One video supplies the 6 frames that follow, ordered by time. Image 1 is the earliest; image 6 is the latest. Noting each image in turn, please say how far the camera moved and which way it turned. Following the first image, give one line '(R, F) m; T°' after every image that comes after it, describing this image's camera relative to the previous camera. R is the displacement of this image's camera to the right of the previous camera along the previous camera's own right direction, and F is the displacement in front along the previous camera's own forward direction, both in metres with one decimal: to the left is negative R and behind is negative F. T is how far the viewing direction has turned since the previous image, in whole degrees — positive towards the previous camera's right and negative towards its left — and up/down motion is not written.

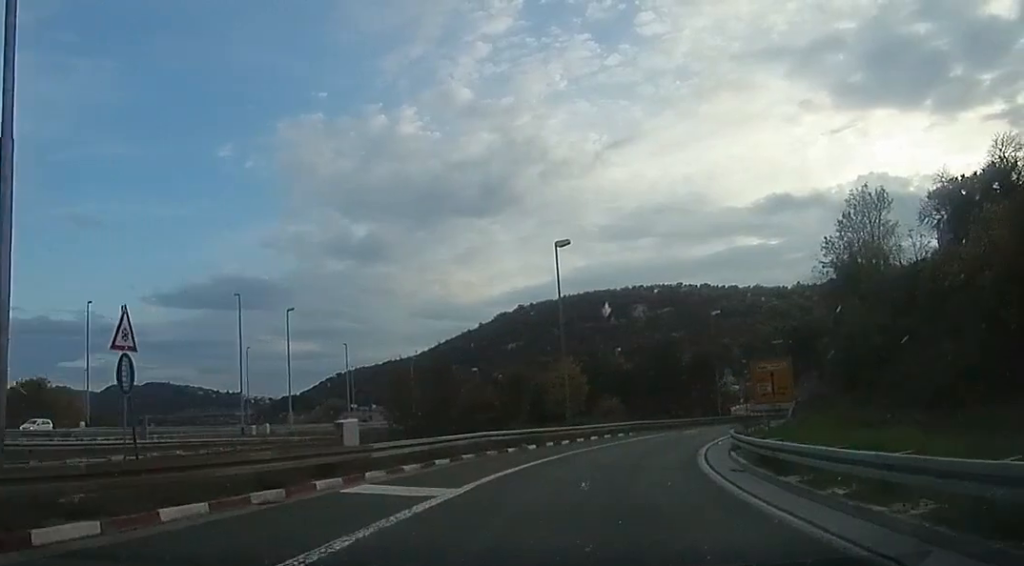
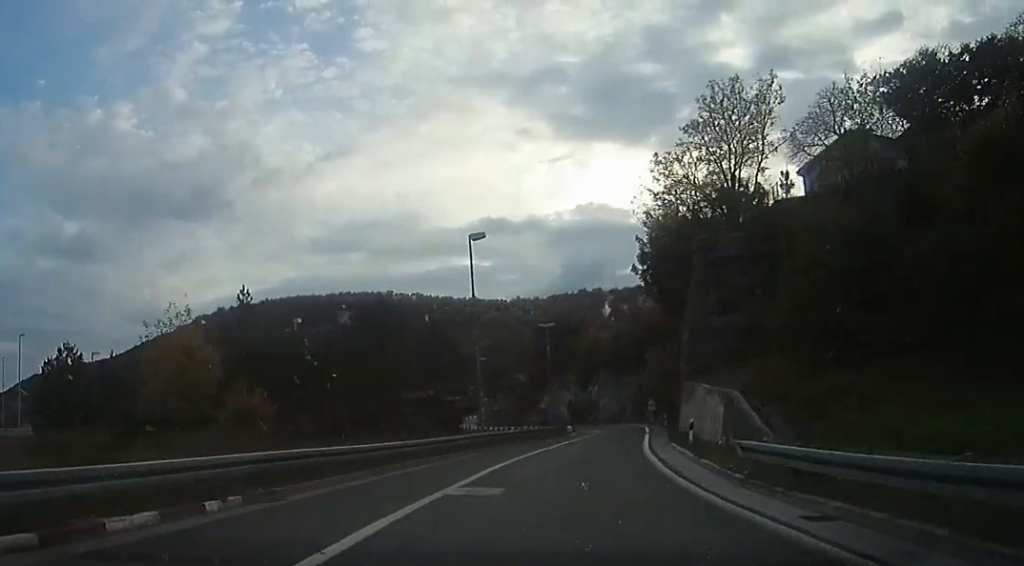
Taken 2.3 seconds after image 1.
(+8.6, +27.0) m; +26°
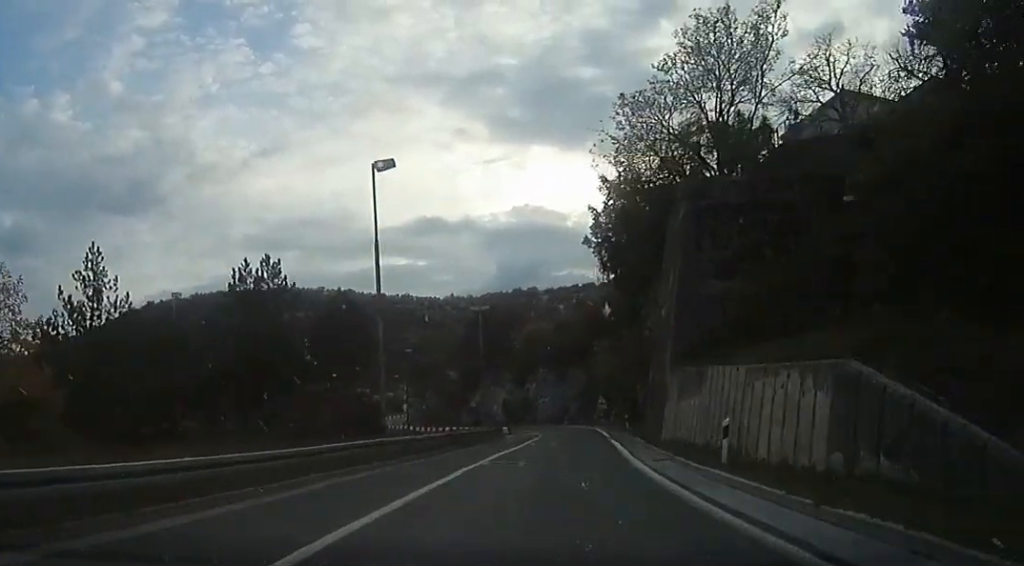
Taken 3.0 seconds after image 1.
(+0.1, +8.7) m; +6°
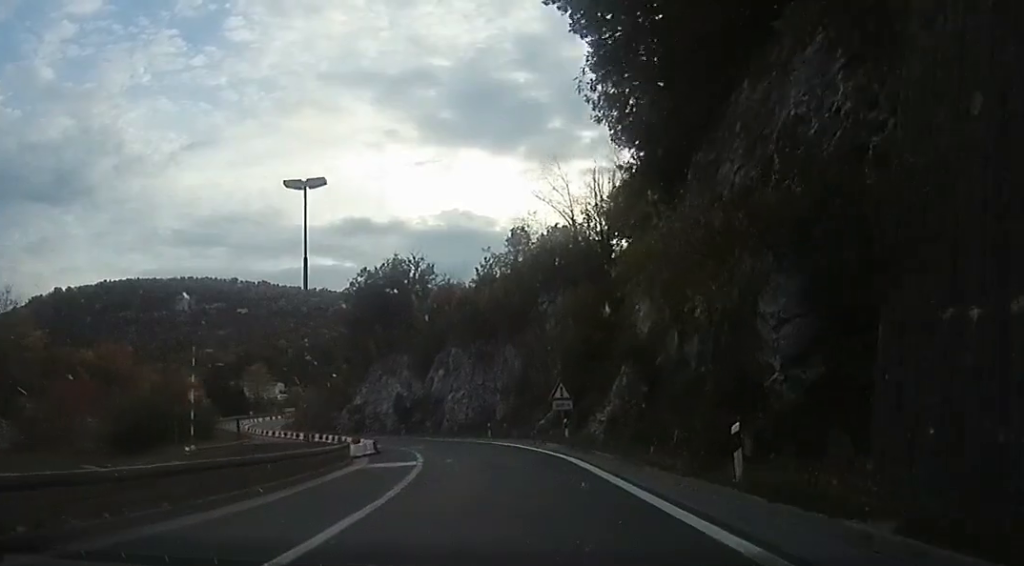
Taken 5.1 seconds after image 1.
(+2.2, +26.8) m; +2°
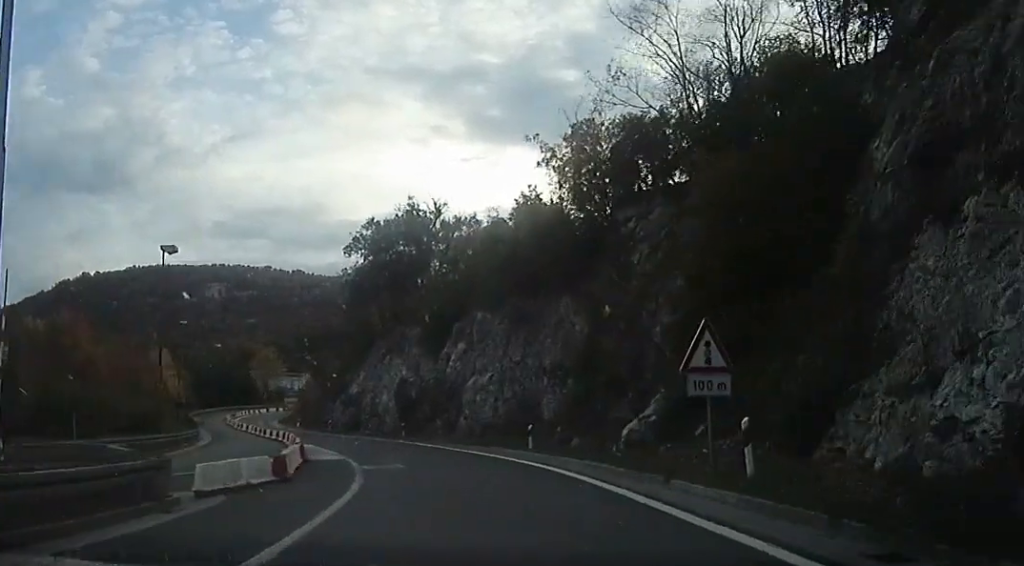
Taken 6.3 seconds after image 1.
(-0.2, +15.9) m; -2°
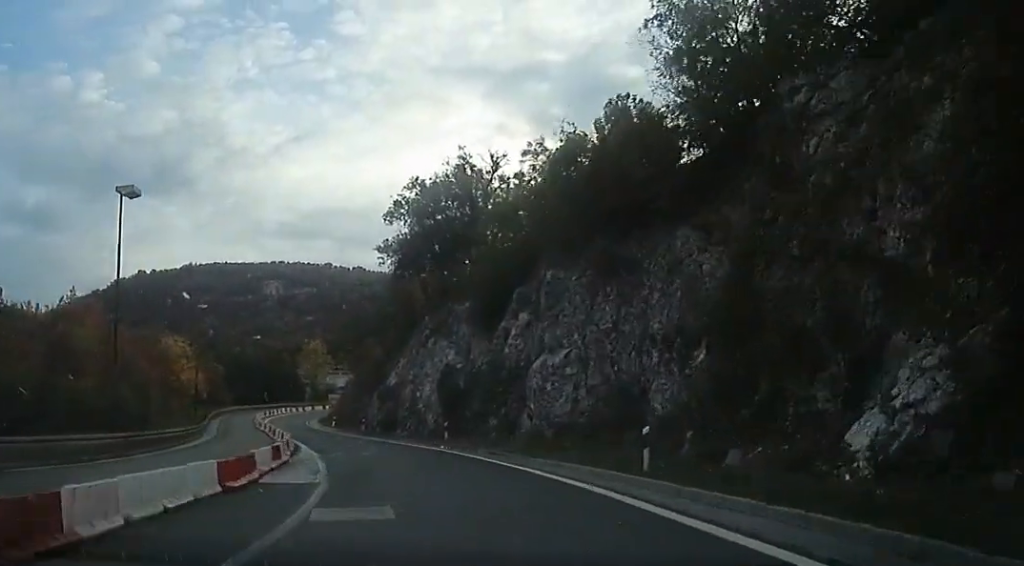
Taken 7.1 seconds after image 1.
(+0.1, +9.1) m; -6°
